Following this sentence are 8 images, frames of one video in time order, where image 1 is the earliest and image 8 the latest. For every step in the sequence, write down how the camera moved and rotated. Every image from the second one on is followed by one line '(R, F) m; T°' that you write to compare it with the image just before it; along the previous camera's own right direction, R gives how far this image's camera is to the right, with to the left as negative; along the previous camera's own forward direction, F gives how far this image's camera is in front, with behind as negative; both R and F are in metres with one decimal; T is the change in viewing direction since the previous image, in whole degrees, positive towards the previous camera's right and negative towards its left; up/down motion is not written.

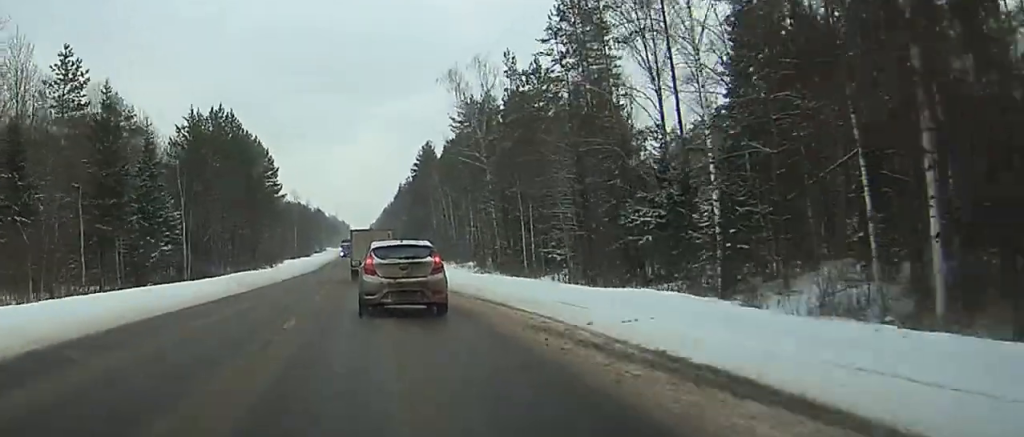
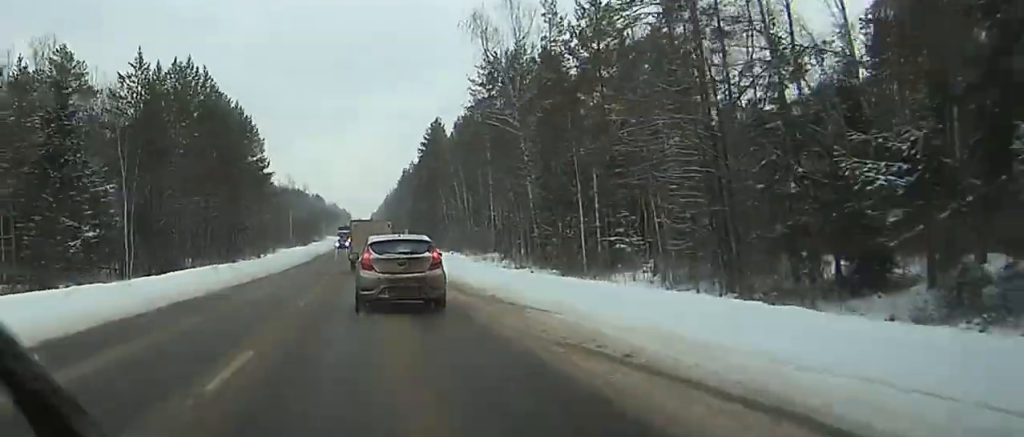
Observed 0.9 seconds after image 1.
(0.0, +17.1) m; 0°
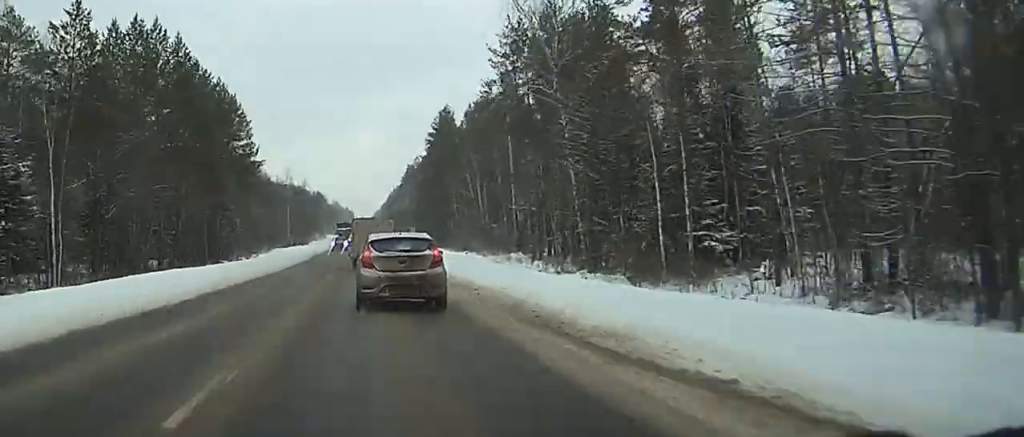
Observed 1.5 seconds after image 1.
(0.0, +12.1) m; 0°
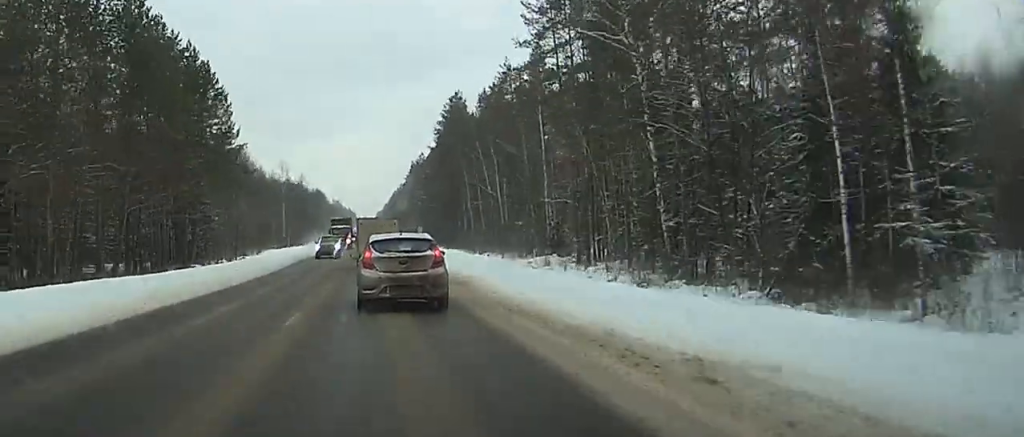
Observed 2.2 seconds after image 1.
(0.0, +13.9) m; 0°
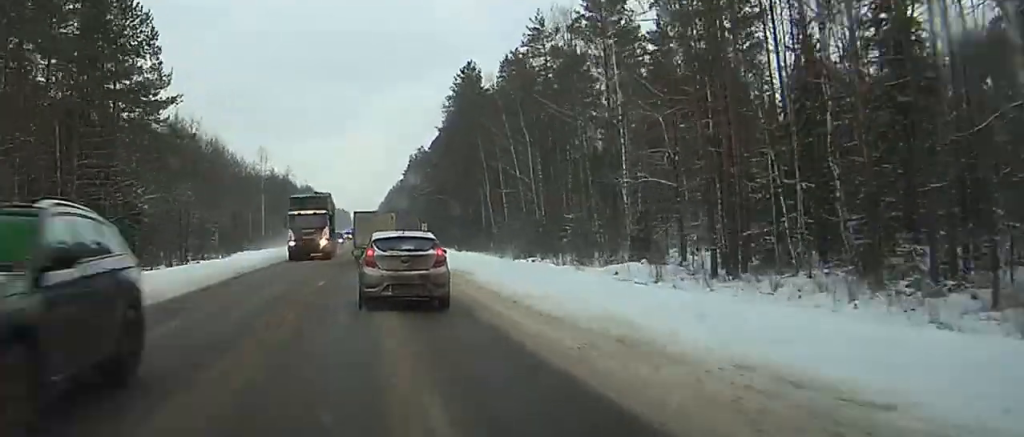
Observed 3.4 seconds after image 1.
(-0.2, +21.8) m; 0°
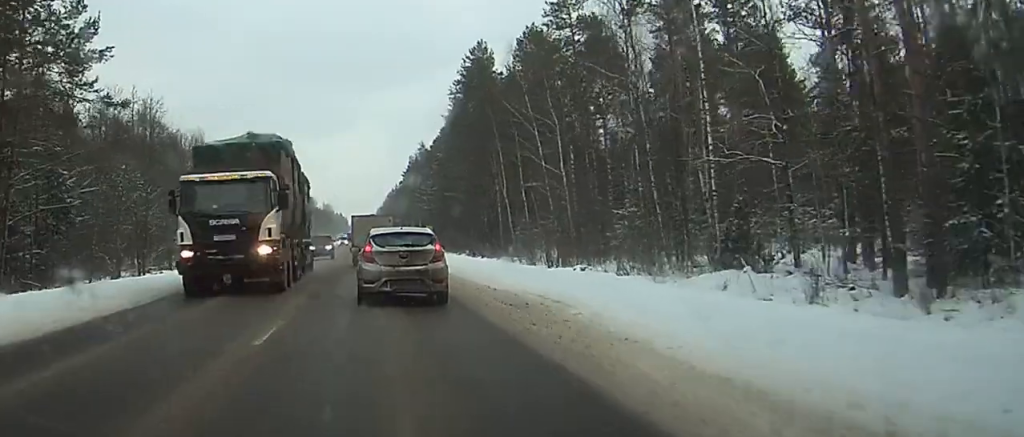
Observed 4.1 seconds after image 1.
(+0.2, +15.2) m; 0°
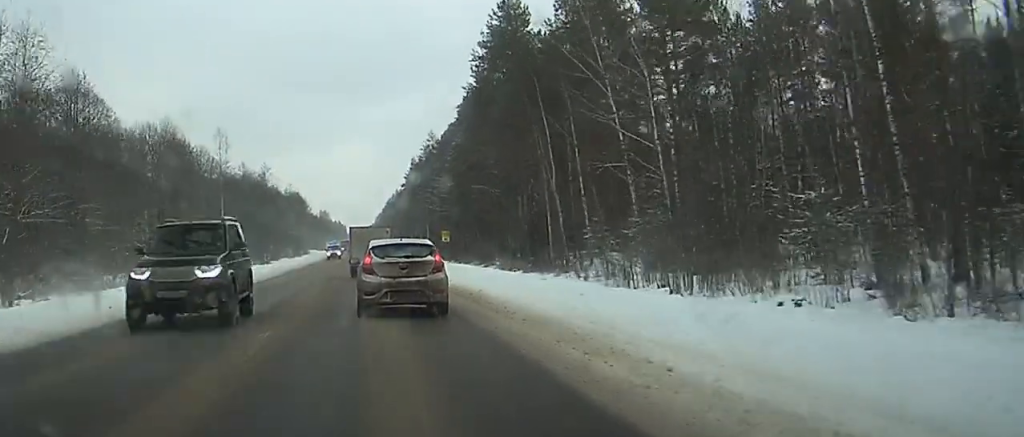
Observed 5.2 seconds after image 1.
(+0.1, +26.6) m; 0°
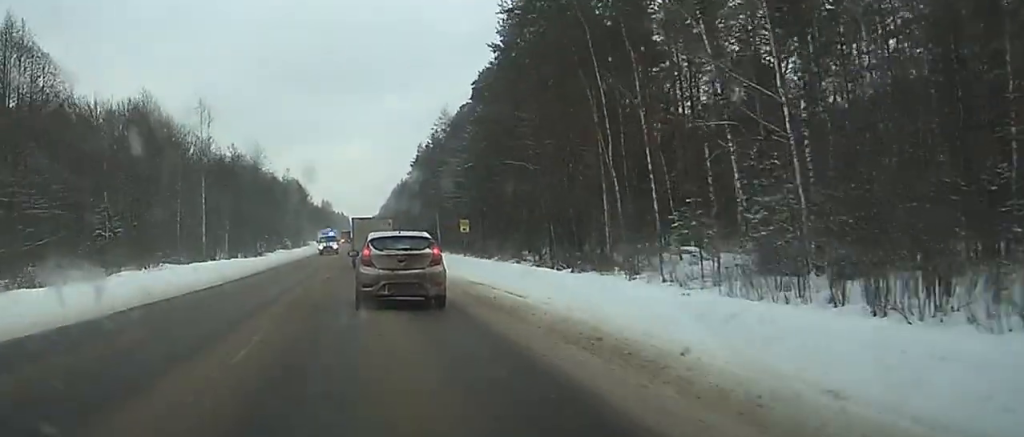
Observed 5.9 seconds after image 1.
(0.0, +16.3) m; 0°
